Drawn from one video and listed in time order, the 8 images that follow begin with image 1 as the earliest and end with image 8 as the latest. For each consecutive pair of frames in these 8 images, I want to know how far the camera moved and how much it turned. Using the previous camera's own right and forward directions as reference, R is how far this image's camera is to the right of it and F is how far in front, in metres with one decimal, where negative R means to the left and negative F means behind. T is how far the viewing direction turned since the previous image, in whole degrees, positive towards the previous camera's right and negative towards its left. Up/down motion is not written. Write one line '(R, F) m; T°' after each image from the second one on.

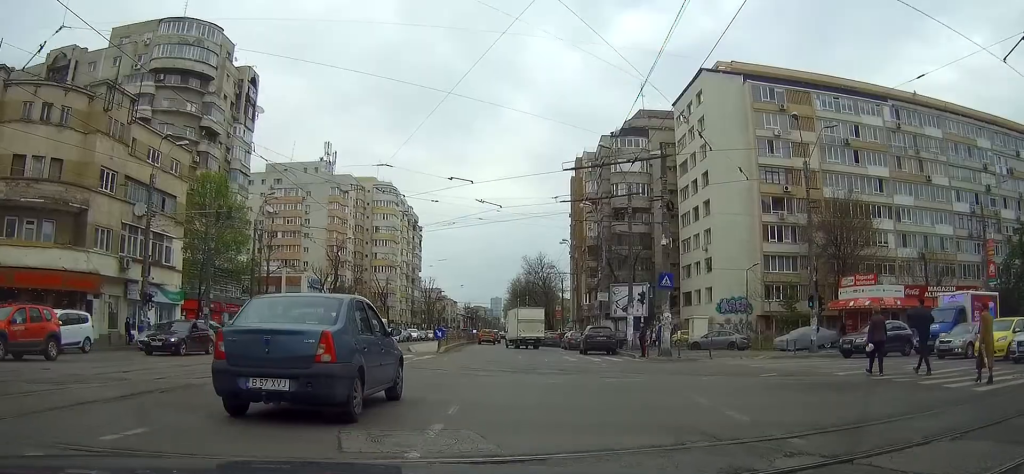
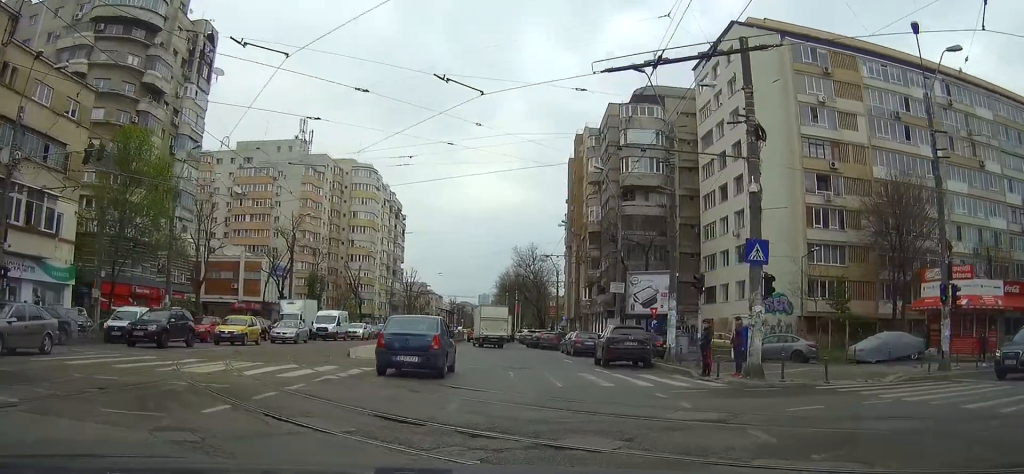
(+0.2, +13.7) m; +1°
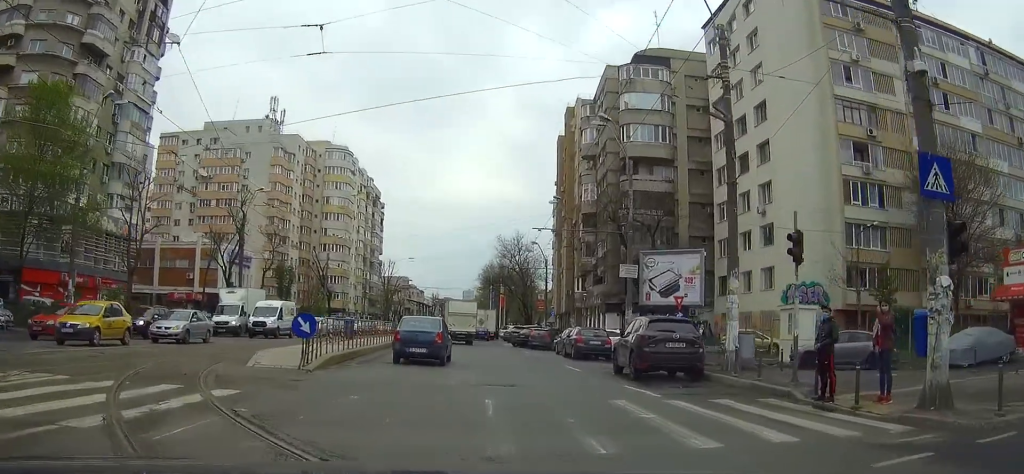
(0.0, +9.7) m; -1°
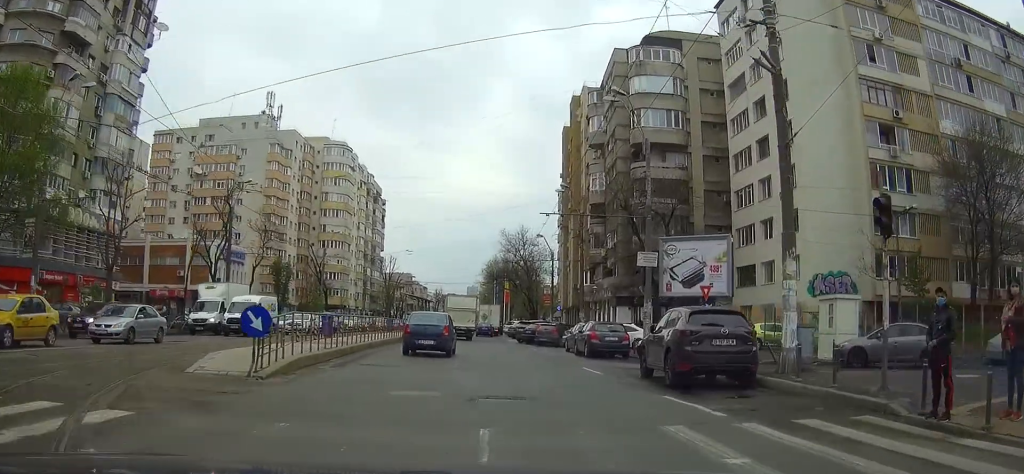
(0.0, +3.7) m; 0°
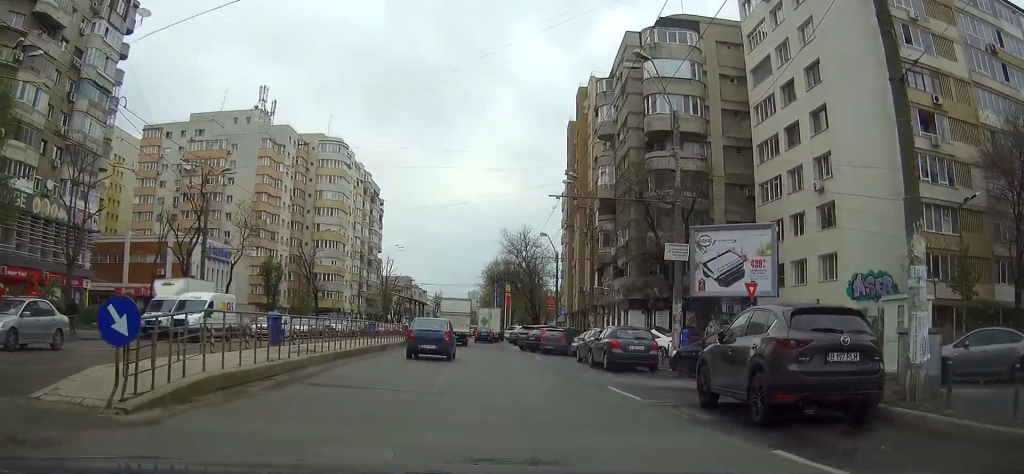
(0.0, +5.3) m; 0°
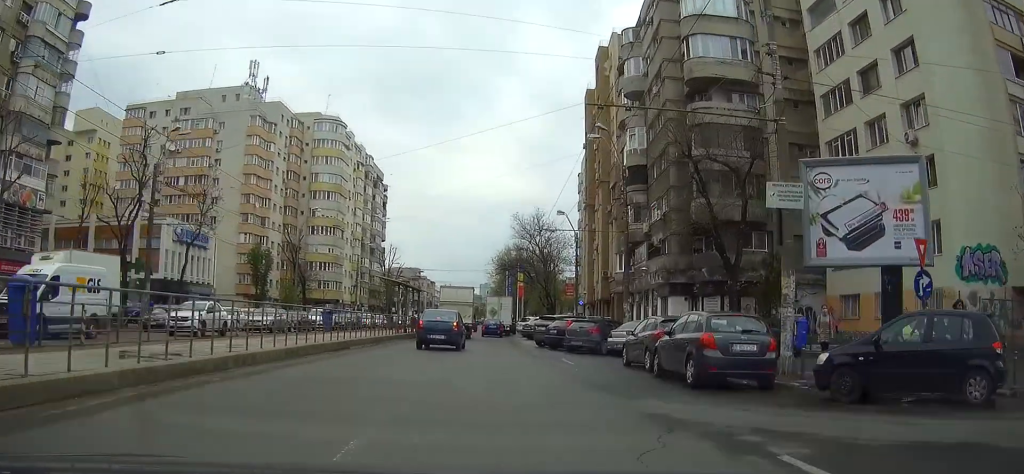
(-0.1, +9.5) m; -2°
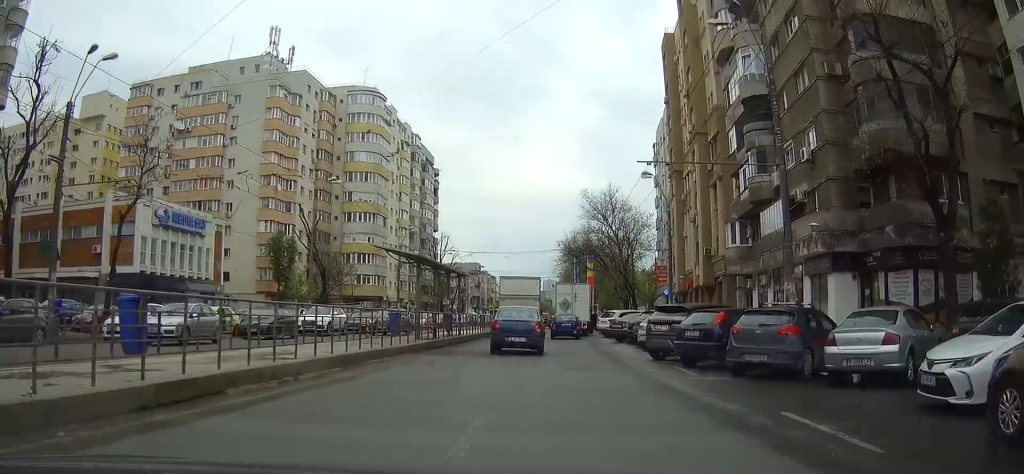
(-0.4, +14.4) m; -4°
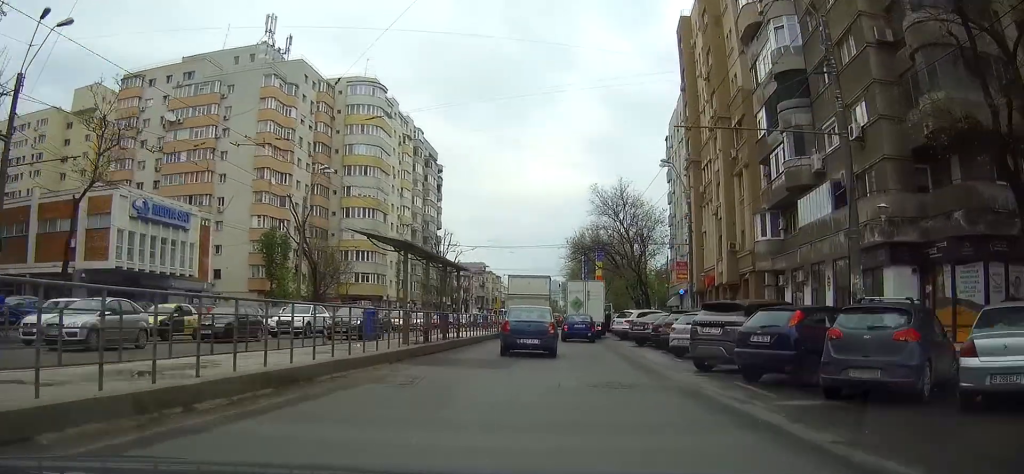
(-0.1, +4.4) m; -1°
